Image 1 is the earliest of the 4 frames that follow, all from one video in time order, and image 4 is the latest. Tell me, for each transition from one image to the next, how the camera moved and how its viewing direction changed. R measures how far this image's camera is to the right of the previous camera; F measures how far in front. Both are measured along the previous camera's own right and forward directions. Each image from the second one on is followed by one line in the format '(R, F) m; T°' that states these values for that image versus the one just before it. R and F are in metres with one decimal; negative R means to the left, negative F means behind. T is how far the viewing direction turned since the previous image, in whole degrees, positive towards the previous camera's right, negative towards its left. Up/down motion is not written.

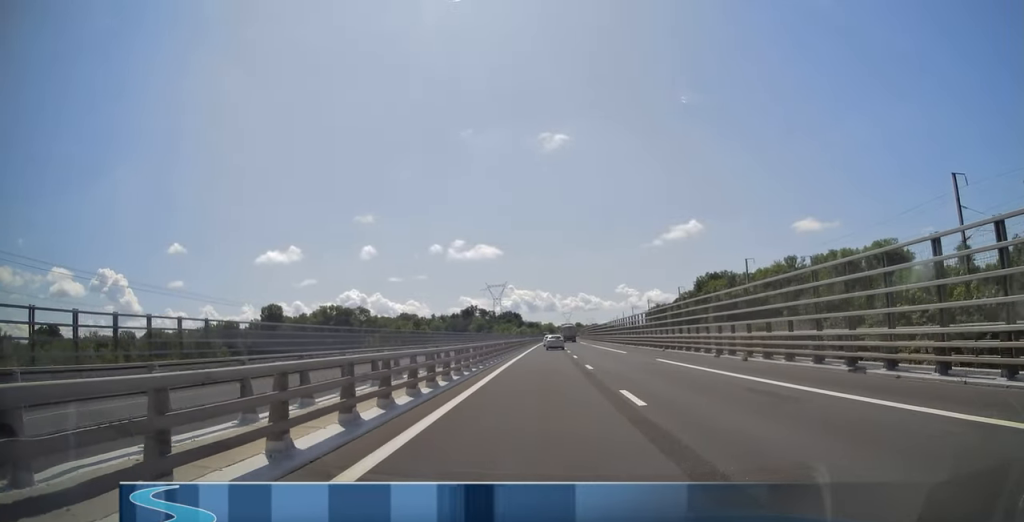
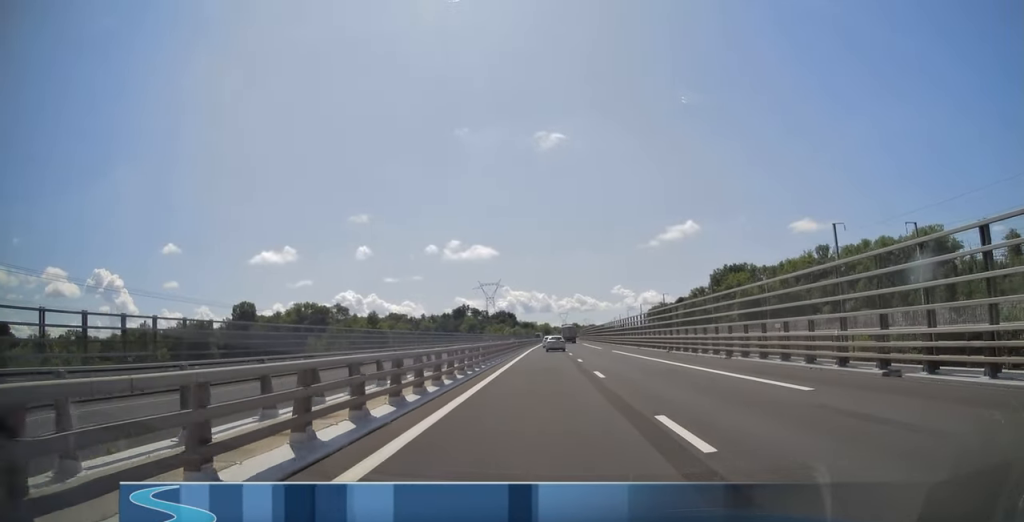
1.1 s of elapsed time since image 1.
(0.0, +29.6) m; +1°
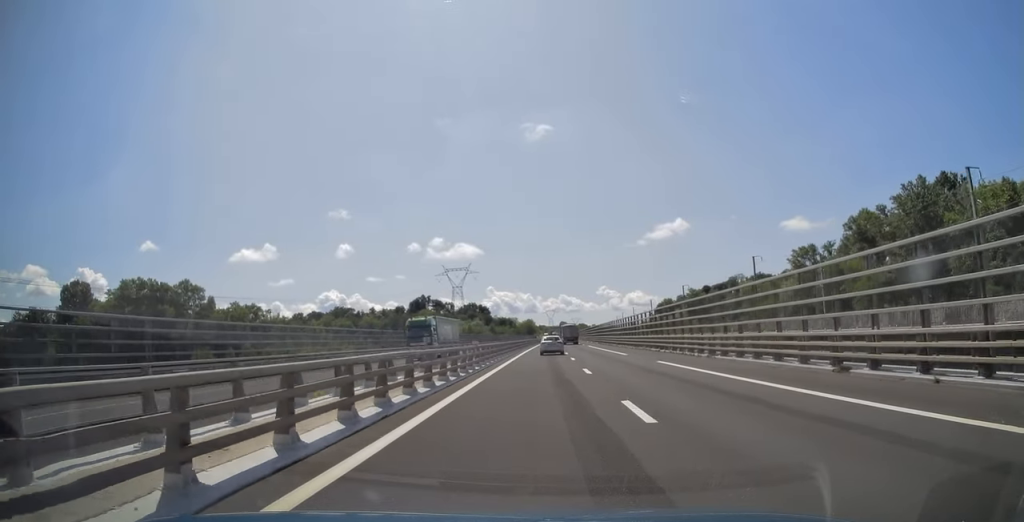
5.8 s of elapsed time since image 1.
(+2.5, +123.5) m; +2°
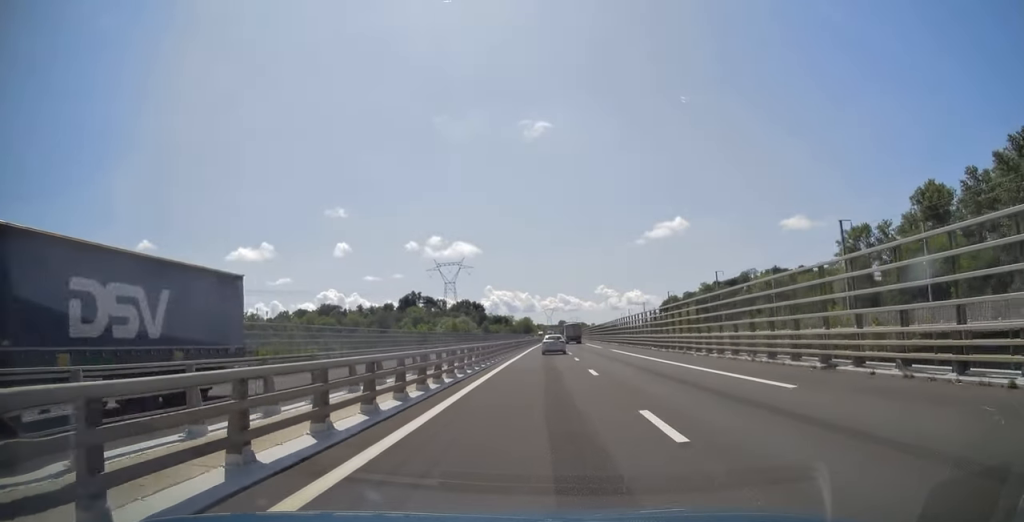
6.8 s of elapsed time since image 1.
(+0.1, +26.8) m; +1°
